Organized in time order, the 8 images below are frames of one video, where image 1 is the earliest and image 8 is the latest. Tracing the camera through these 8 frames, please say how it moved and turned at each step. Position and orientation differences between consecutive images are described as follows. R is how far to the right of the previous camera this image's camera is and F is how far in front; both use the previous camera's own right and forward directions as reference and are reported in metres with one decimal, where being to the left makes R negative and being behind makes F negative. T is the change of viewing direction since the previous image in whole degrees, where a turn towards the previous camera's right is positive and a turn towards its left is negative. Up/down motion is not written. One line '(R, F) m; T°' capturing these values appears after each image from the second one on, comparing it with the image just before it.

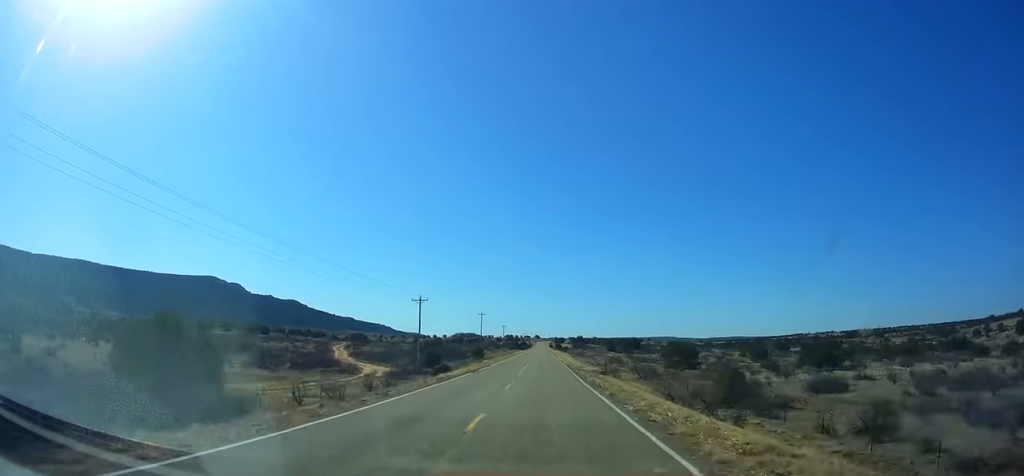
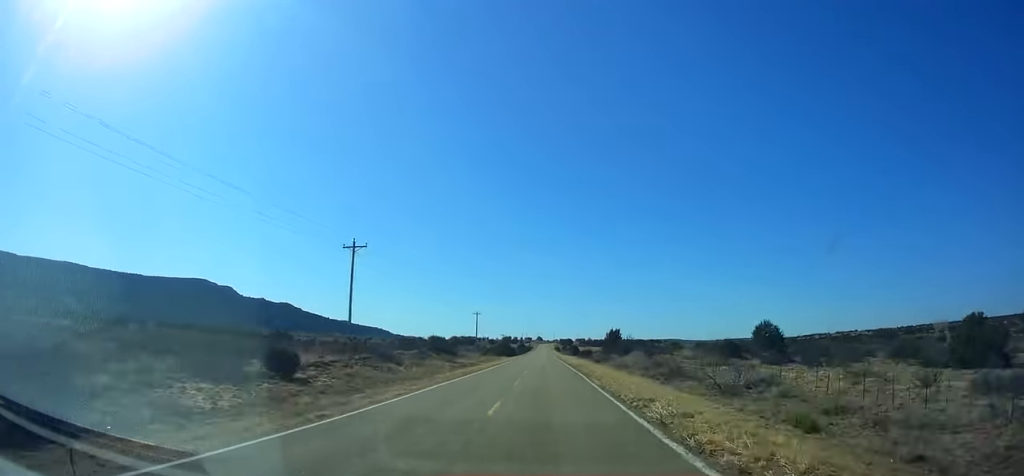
(-0.1, +108.0) m; 0°
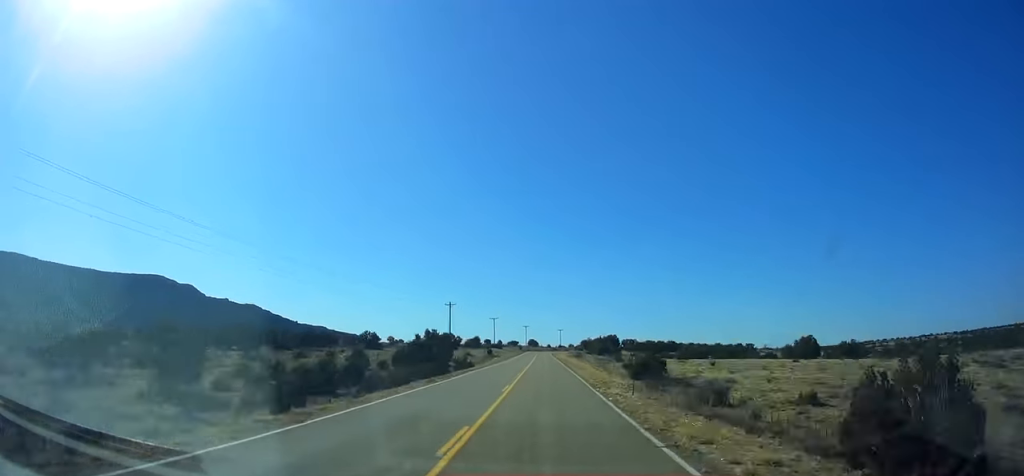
(-1.7, +310.3) m; 0°
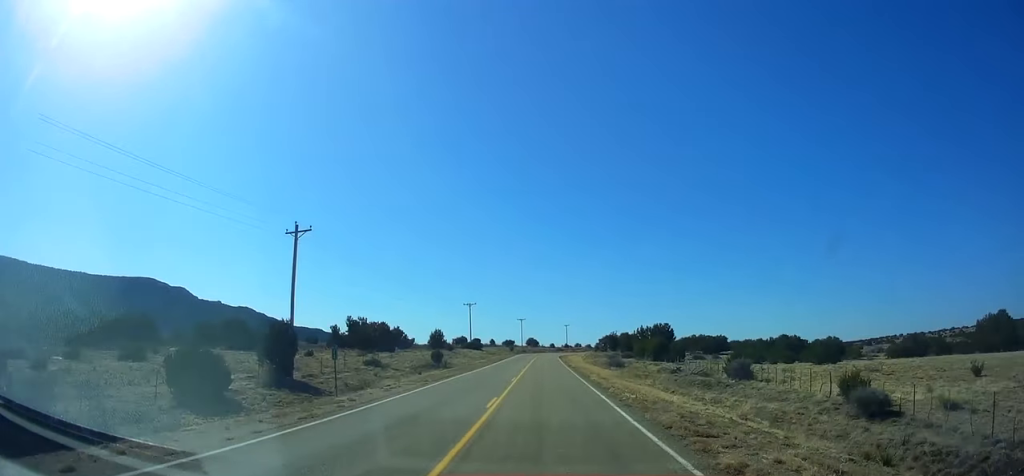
(+0.2, +66.5) m; +1°
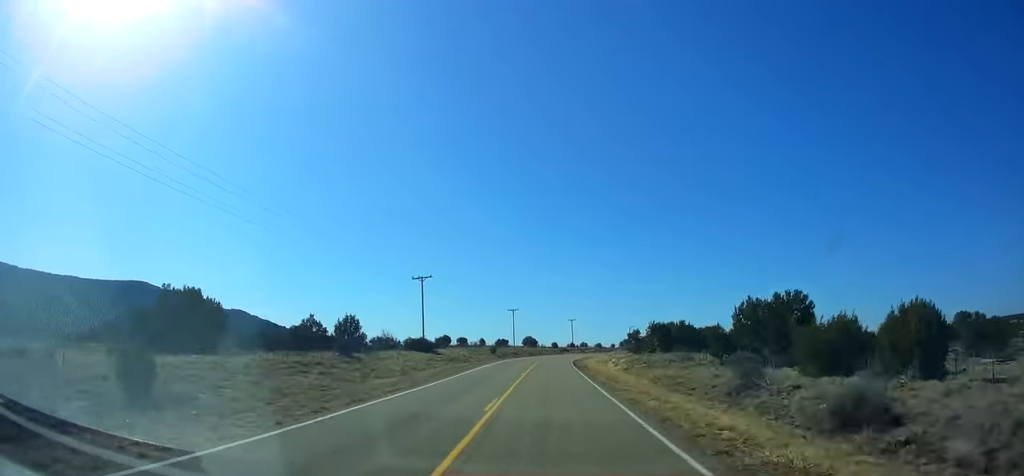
(-0.3, +51.0) m; +1°
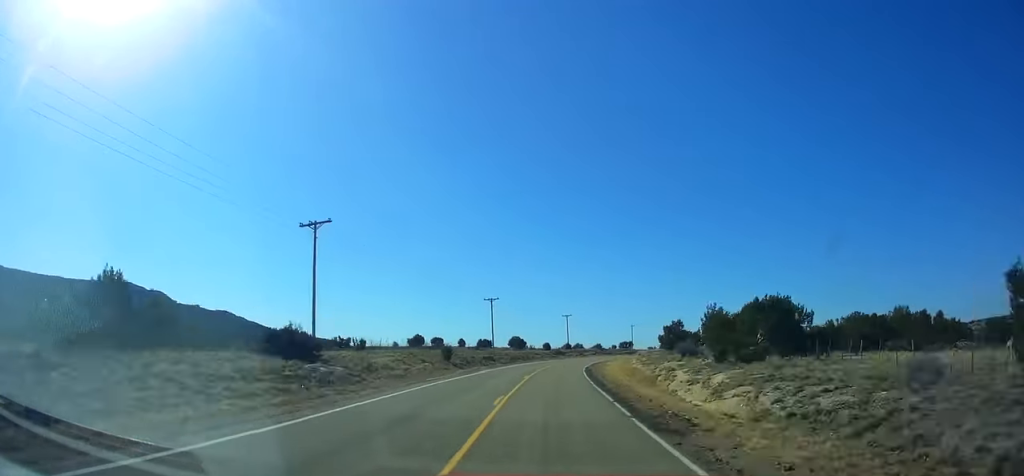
(+0.6, +35.7) m; +2°
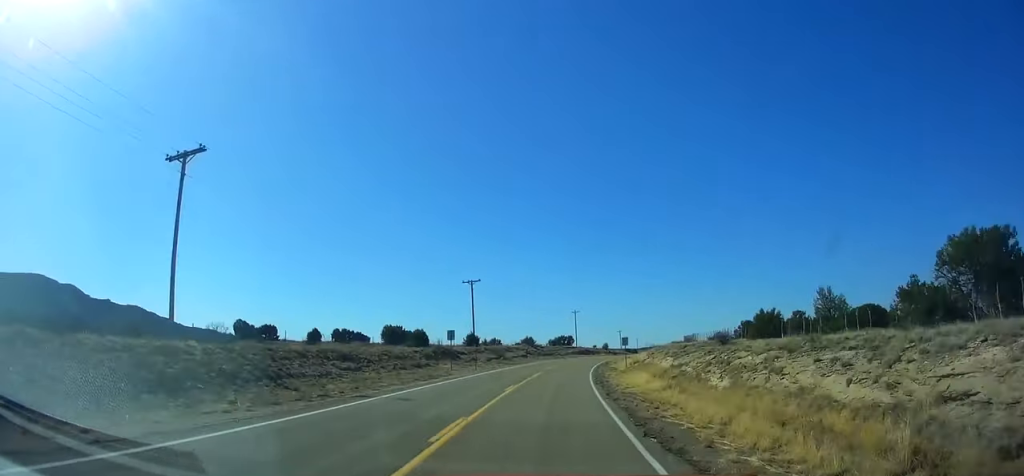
(+2.4, +79.8) m; +6°
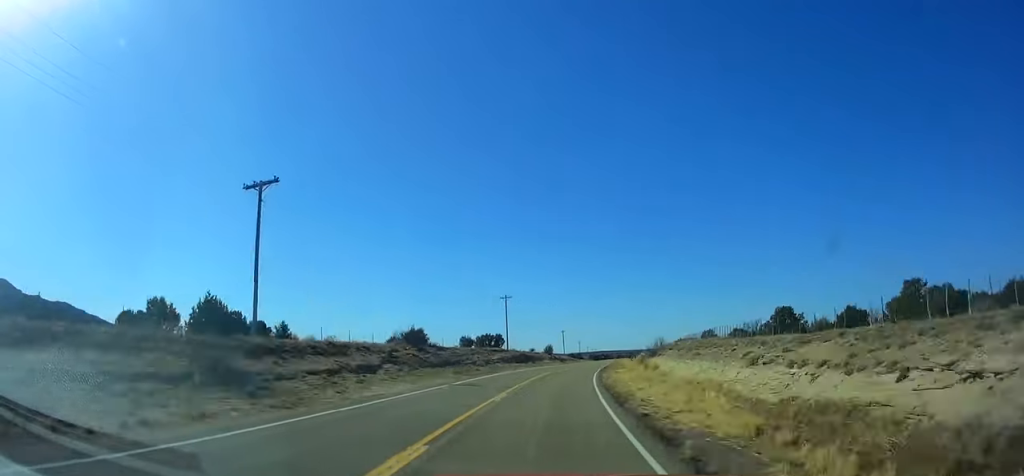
(+1.4, +53.2) m; +6°
